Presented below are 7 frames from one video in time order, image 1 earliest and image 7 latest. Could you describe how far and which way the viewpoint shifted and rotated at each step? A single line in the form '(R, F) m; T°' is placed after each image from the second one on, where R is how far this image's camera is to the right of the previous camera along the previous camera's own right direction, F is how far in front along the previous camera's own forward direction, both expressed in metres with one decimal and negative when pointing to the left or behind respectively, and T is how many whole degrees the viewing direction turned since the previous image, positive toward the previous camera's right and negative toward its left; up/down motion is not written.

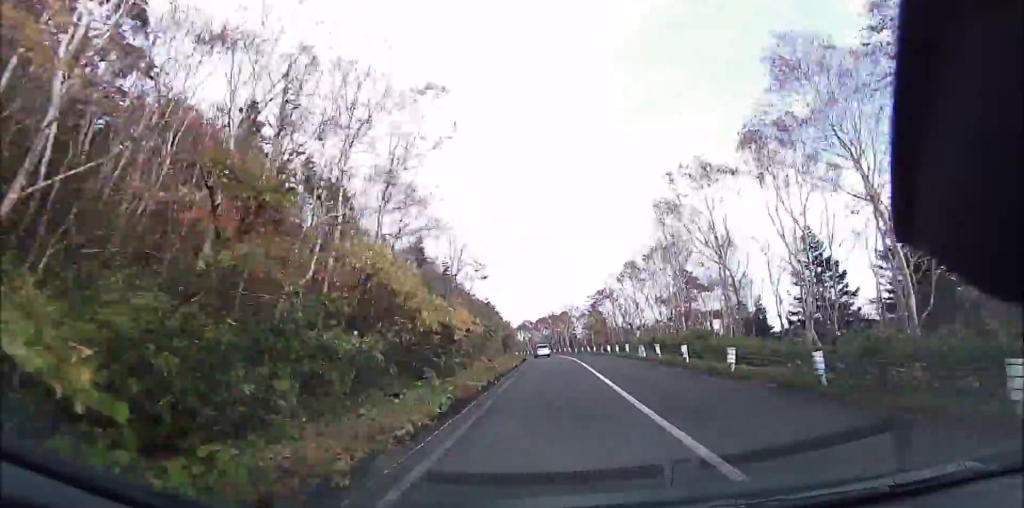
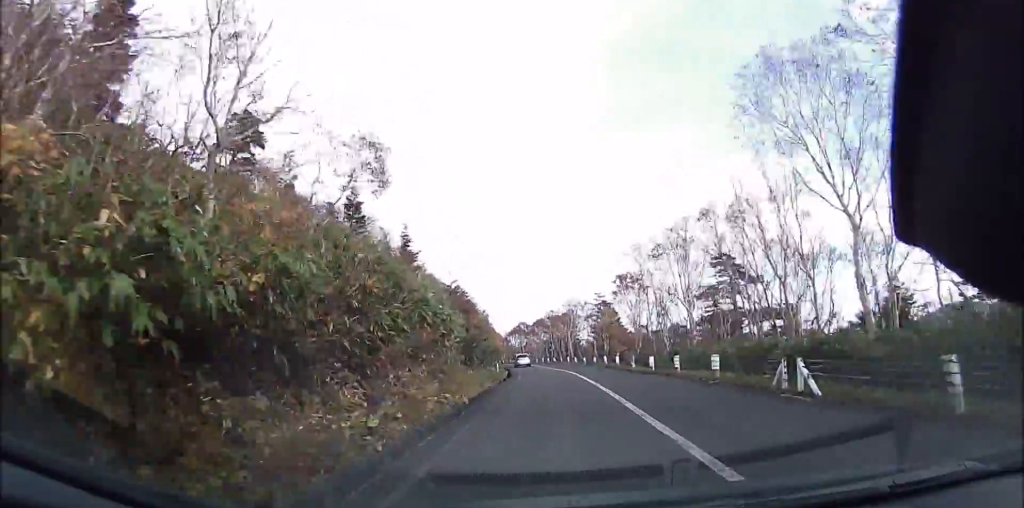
(0.0, +15.0) m; 0°
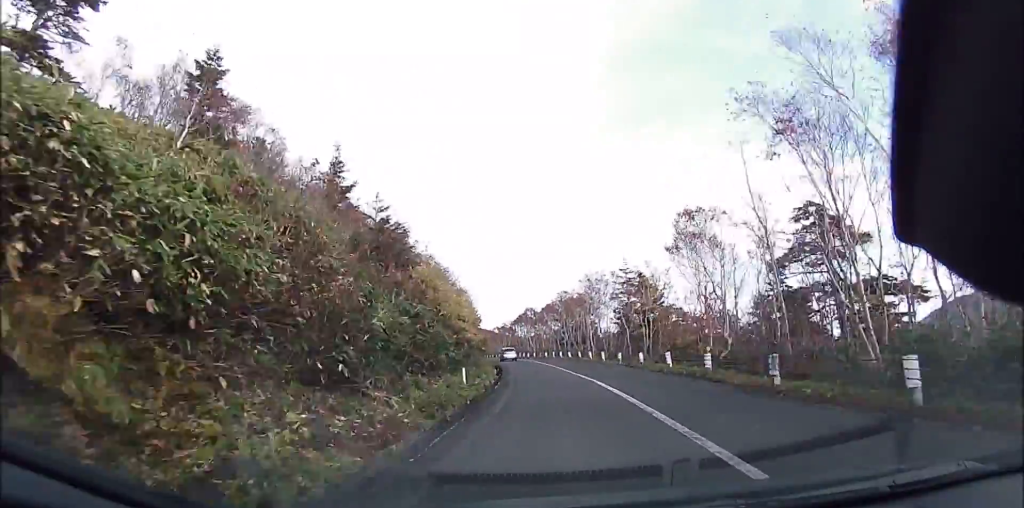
(+0.1, +14.6) m; -1°
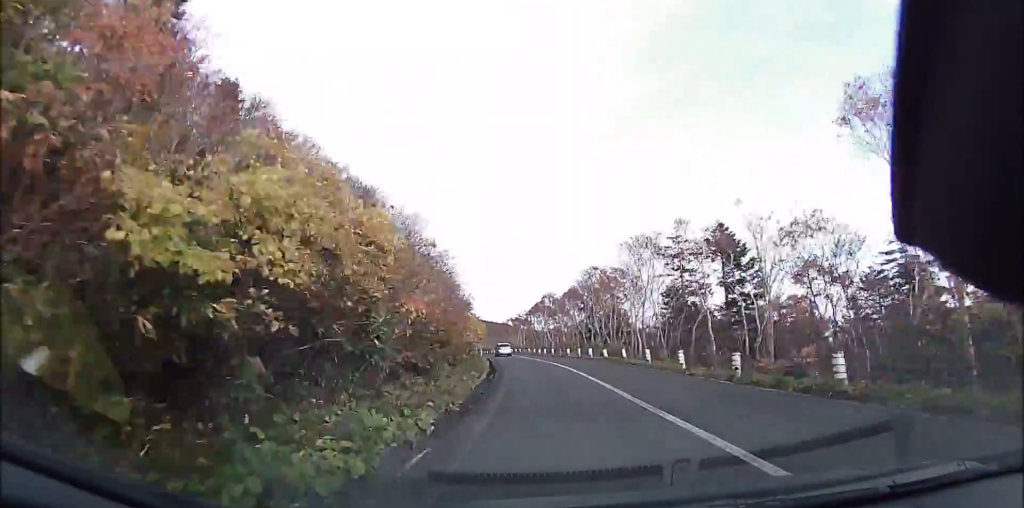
(+0.1, +13.9) m; -1°
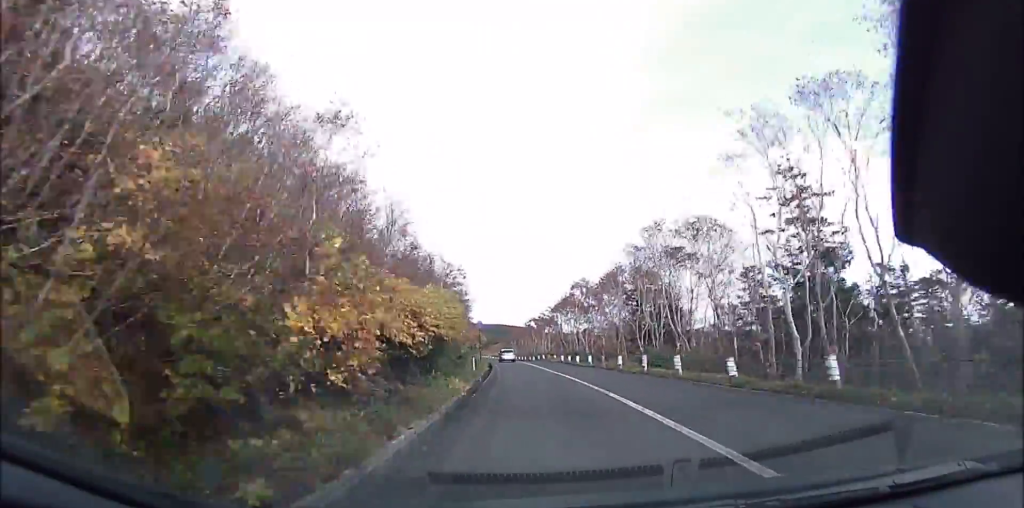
(-0.4, +15.4) m; -3°
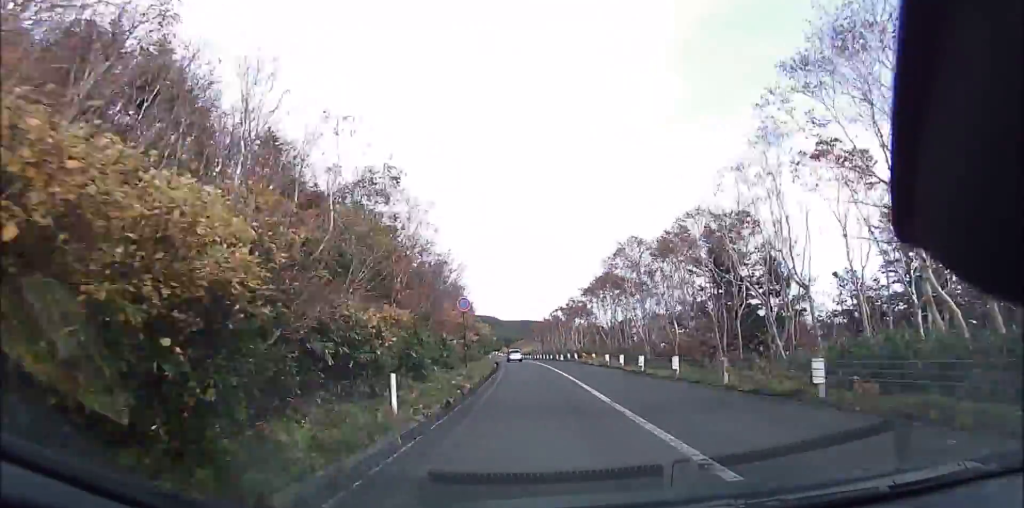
(-0.5, +15.8) m; -4°
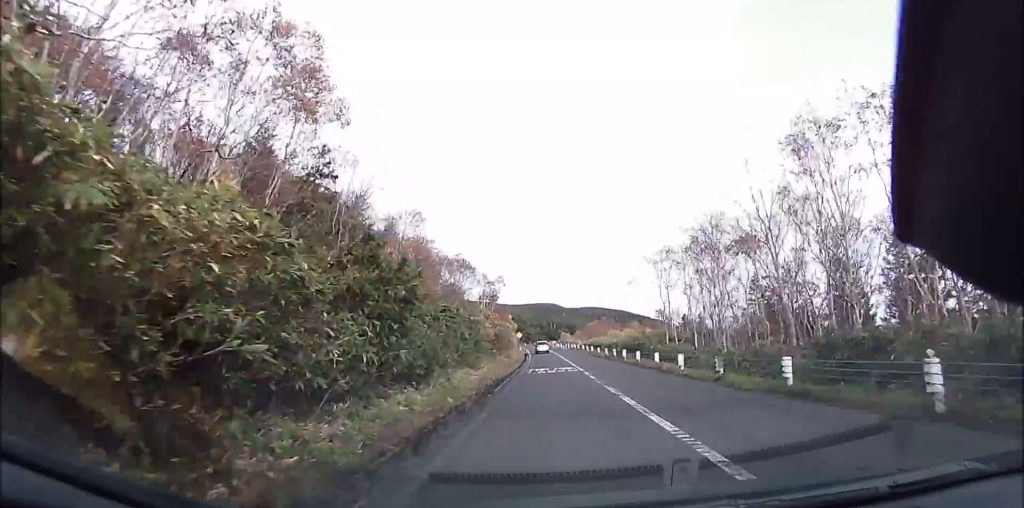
(-6.5, +64.3) m; -9°
